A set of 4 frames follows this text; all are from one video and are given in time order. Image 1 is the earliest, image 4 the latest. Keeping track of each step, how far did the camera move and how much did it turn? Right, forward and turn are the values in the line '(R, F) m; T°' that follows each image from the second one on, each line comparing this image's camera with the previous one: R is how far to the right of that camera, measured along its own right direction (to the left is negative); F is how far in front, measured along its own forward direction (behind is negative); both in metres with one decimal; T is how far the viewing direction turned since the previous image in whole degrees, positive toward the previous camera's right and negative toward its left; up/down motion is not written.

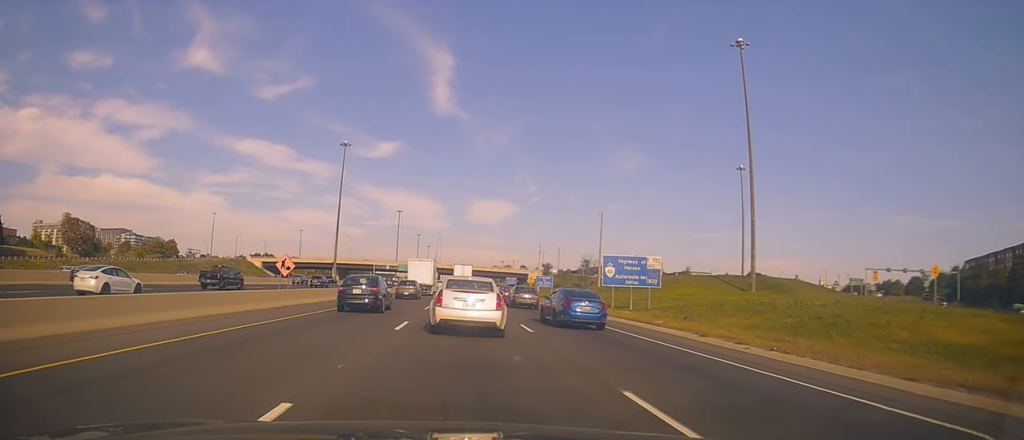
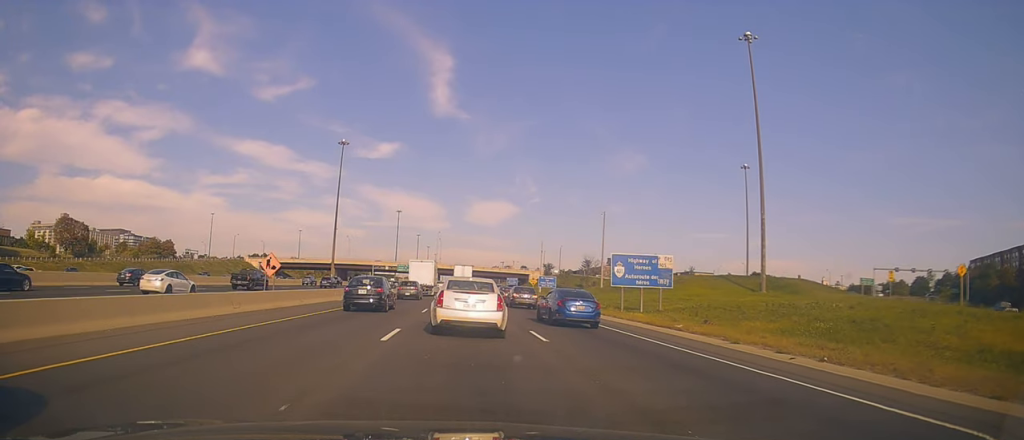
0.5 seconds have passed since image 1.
(-0.2, +2.6) m; 0°
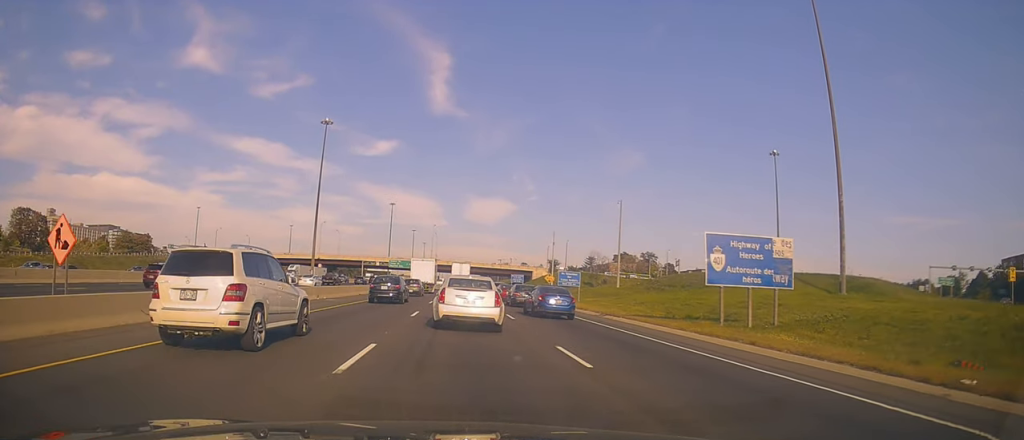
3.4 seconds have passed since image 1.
(-0.5, +16.3) m; -2°
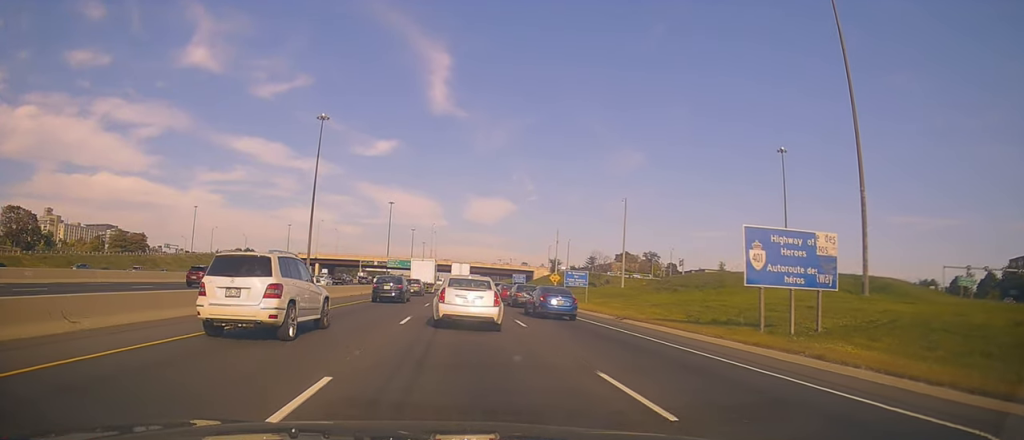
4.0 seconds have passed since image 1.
(0.0, +3.6) m; +2°
